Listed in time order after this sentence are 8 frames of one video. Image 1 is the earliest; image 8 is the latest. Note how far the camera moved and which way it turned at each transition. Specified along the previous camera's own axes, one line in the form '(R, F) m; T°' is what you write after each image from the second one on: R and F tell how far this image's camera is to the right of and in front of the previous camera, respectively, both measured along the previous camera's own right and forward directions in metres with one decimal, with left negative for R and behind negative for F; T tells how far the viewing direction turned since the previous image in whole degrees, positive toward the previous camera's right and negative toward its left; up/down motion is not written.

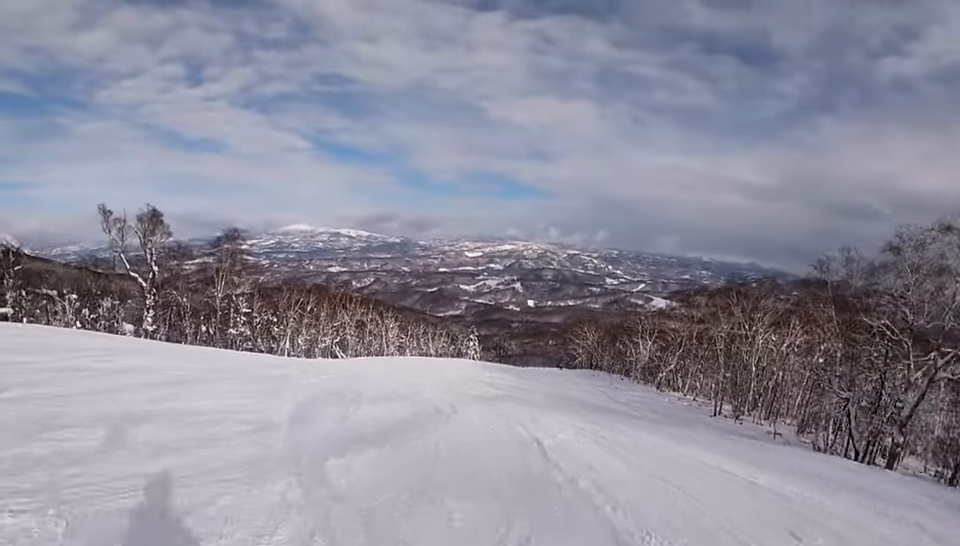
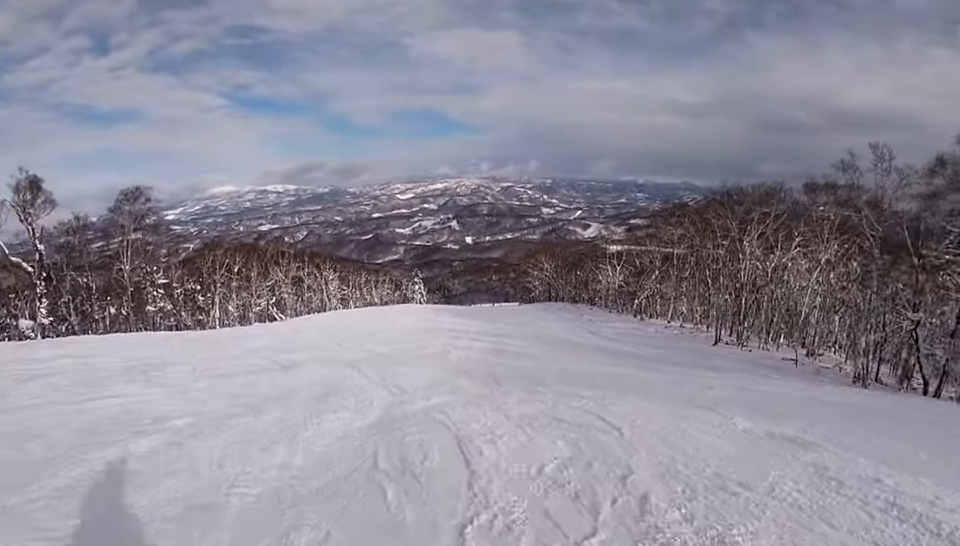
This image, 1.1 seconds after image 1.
(+0.6, +9.0) m; +17°
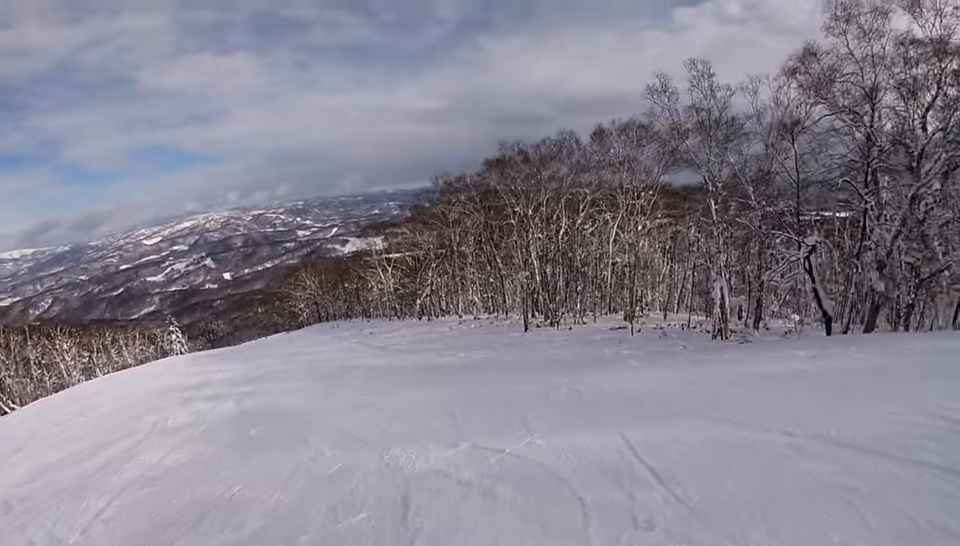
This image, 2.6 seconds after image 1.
(+3.0, +12.0) m; +8°
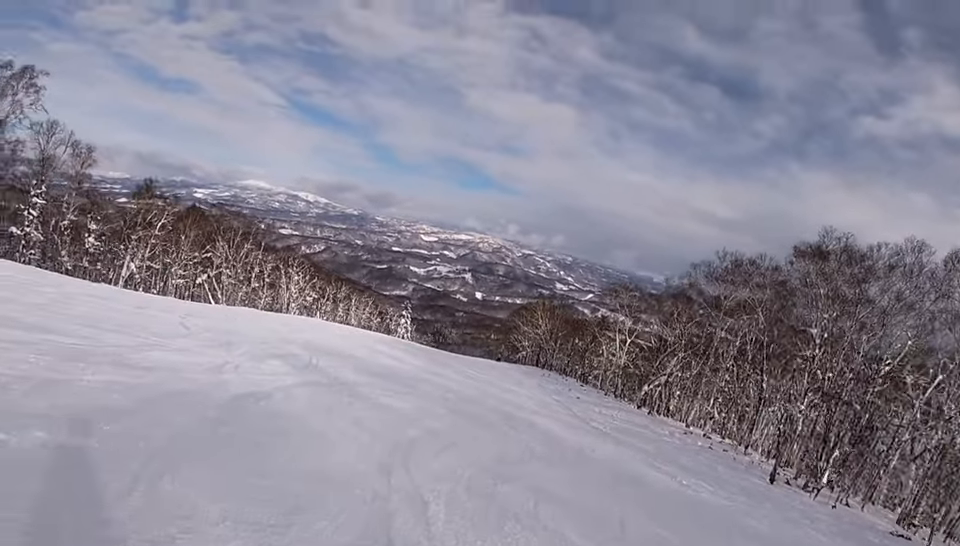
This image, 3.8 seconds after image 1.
(-1.4, +10.5) m; -18°
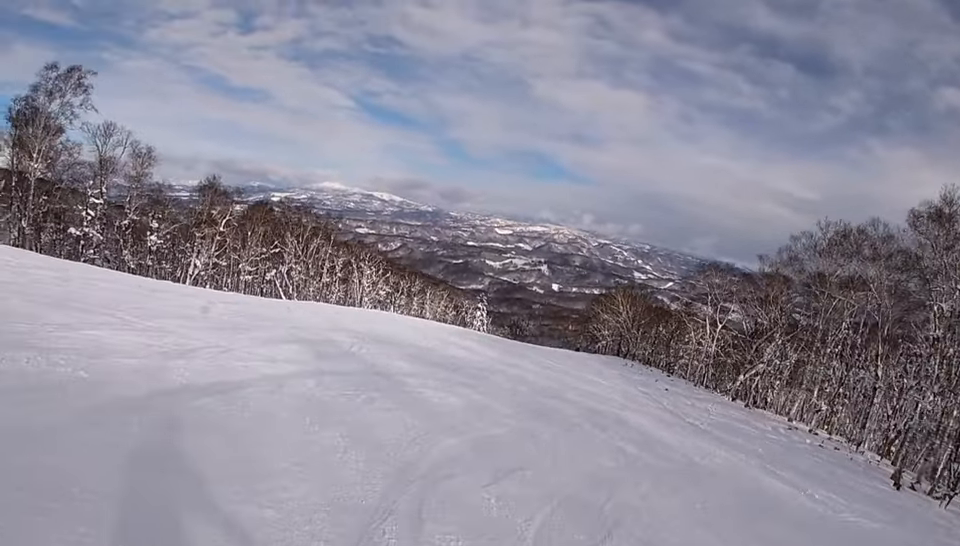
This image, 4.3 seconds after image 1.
(-0.3, +3.6) m; -6°
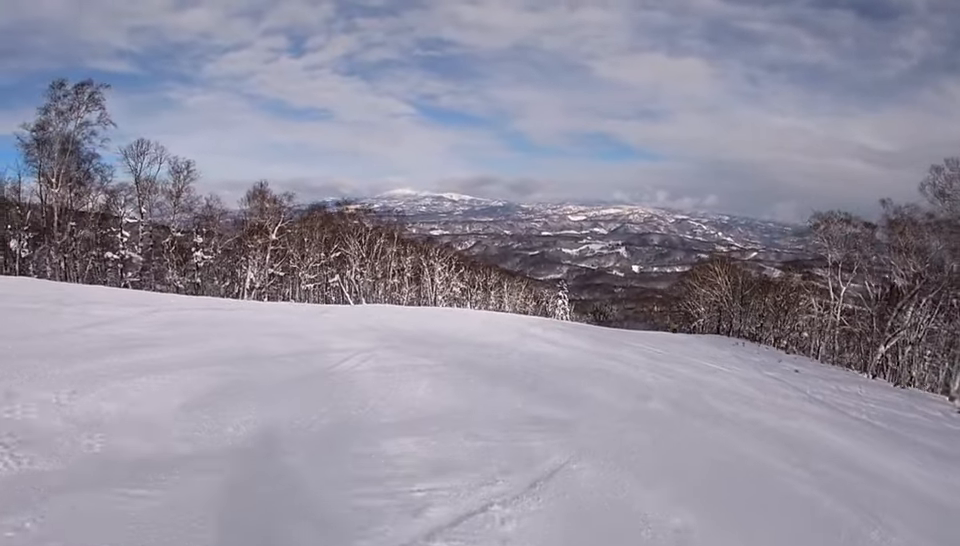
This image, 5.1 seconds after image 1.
(-0.5, +7.2) m; -7°
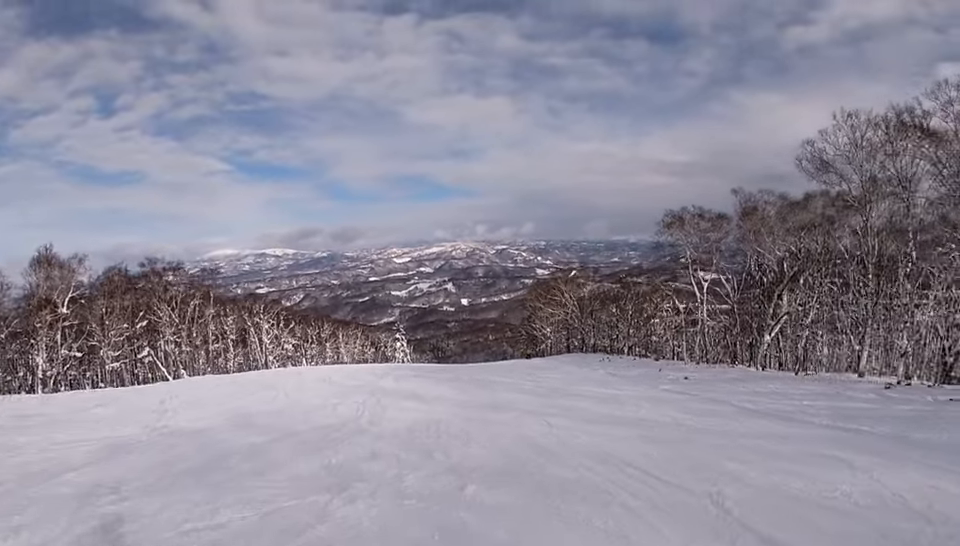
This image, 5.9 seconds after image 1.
(-0.8, +8.0) m; +15°
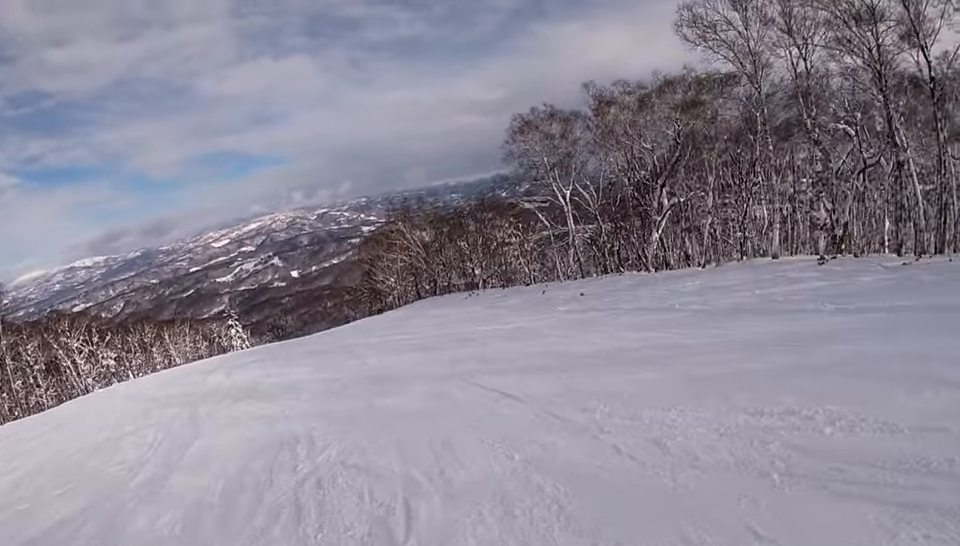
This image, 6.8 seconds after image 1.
(+2.7, +7.3) m; +8°
